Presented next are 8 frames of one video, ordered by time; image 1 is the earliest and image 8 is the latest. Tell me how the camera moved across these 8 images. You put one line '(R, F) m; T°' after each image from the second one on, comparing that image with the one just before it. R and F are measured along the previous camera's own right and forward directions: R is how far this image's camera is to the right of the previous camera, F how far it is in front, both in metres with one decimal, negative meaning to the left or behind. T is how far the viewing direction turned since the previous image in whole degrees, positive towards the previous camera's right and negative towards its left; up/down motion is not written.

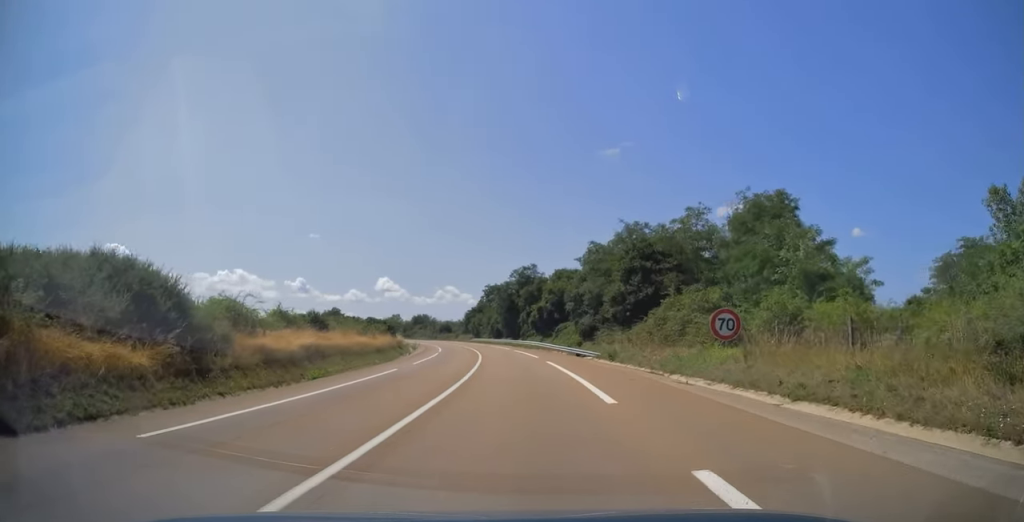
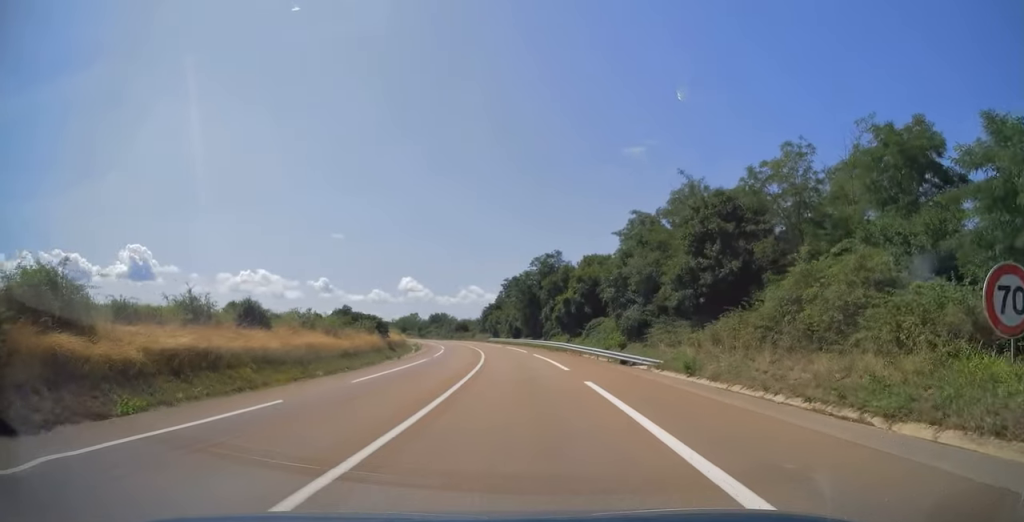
(-0.3, +15.4) m; -2°
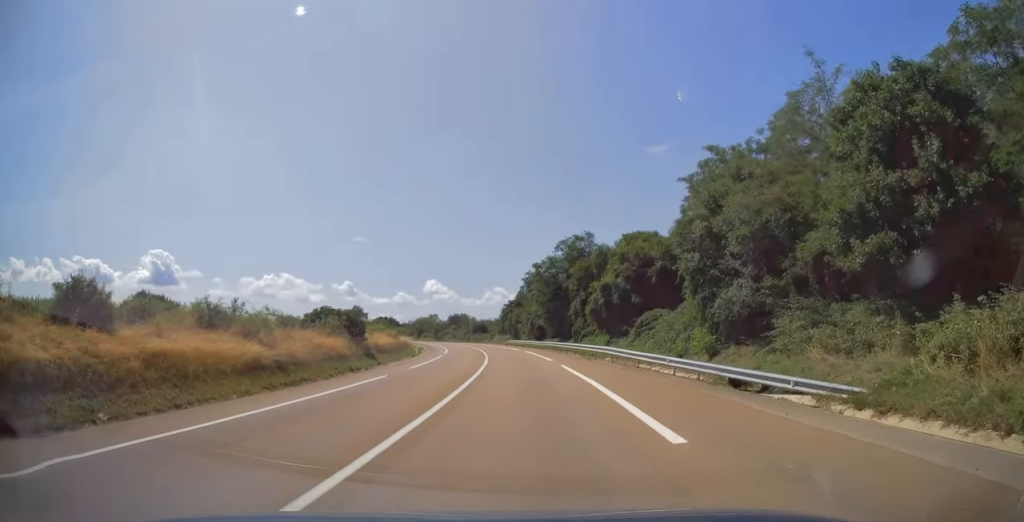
(-0.4, +17.2) m; -3°
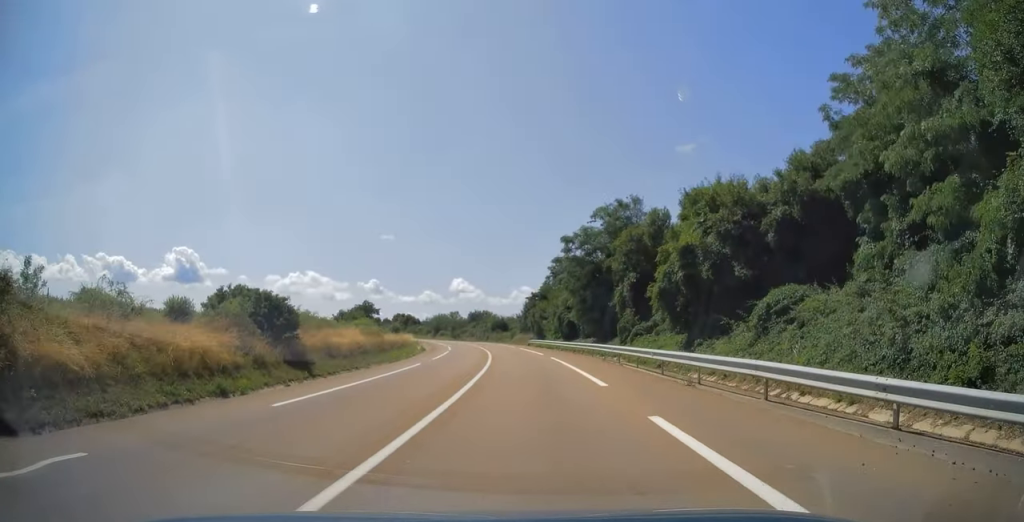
(-0.5, +19.6) m; -3°
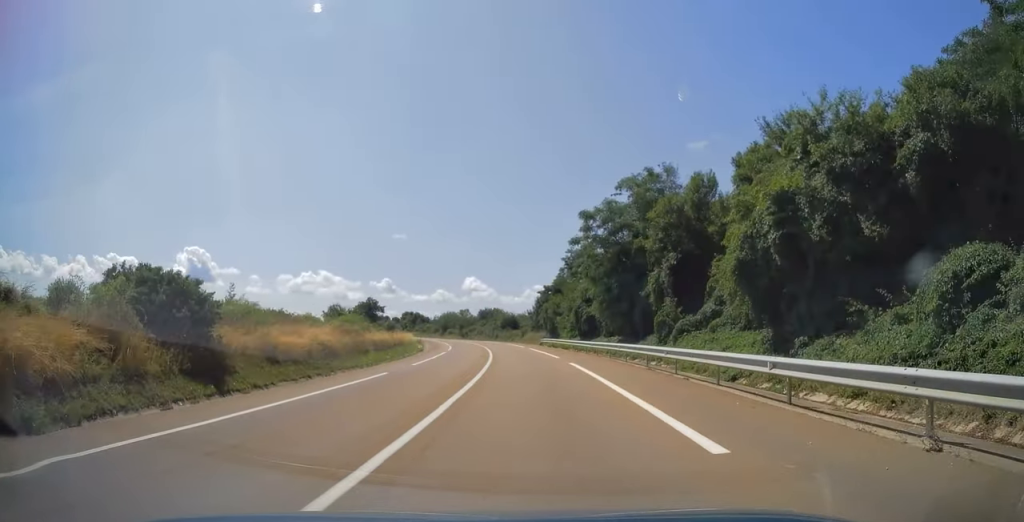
(-0.2, +10.8) m; -1°
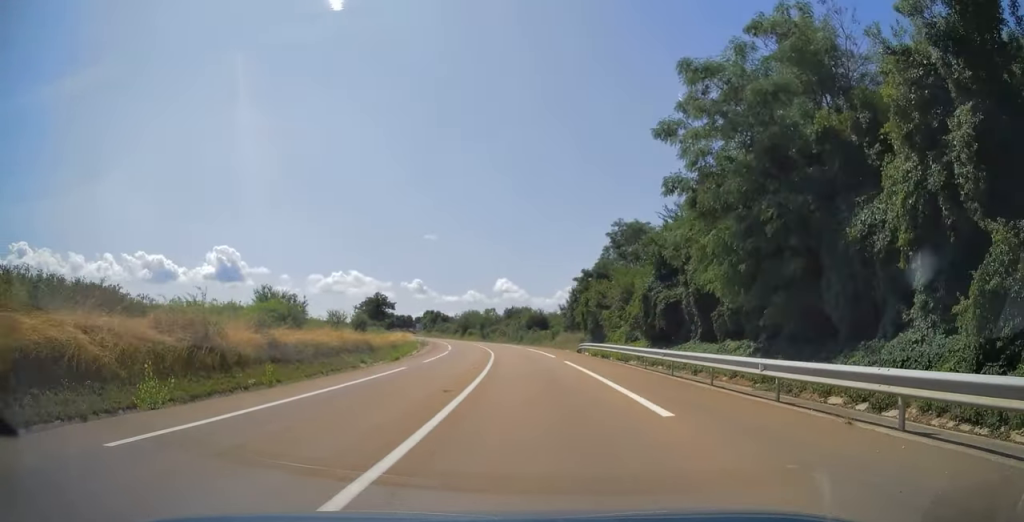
(-0.4, +24.0) m; -3°
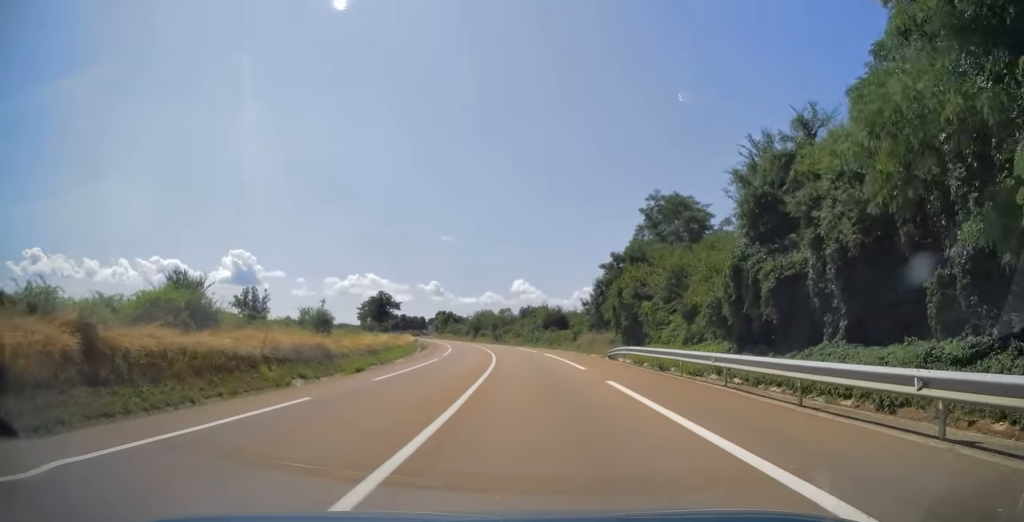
(-0.3, +11.3) m; -2°
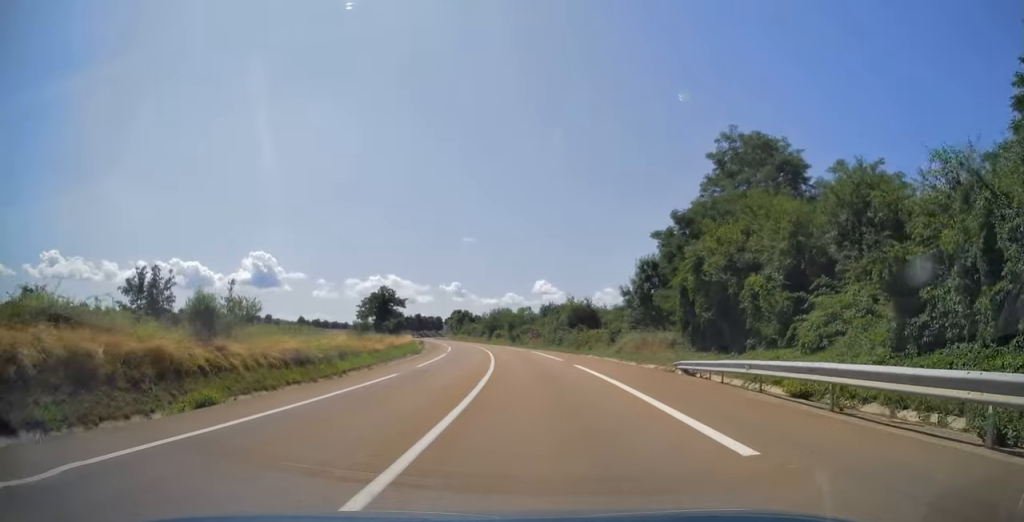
(-0.4, +14.5) m; -2°
